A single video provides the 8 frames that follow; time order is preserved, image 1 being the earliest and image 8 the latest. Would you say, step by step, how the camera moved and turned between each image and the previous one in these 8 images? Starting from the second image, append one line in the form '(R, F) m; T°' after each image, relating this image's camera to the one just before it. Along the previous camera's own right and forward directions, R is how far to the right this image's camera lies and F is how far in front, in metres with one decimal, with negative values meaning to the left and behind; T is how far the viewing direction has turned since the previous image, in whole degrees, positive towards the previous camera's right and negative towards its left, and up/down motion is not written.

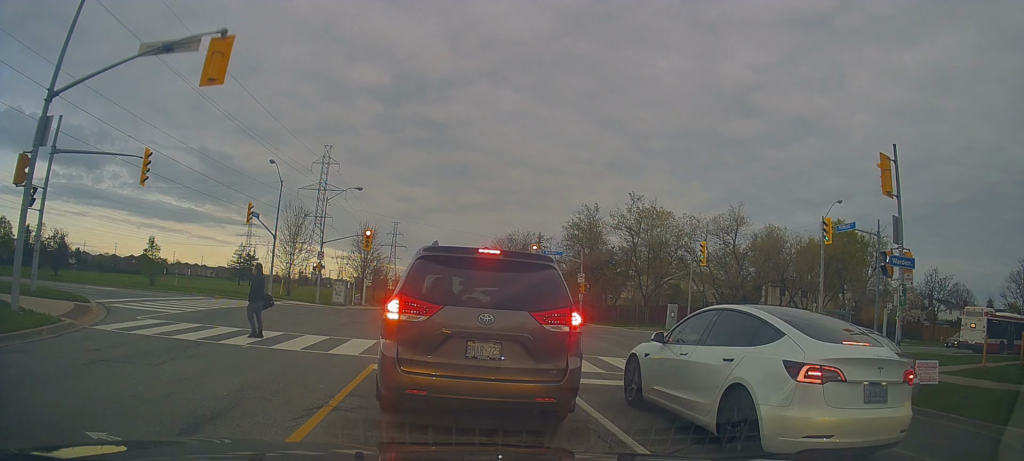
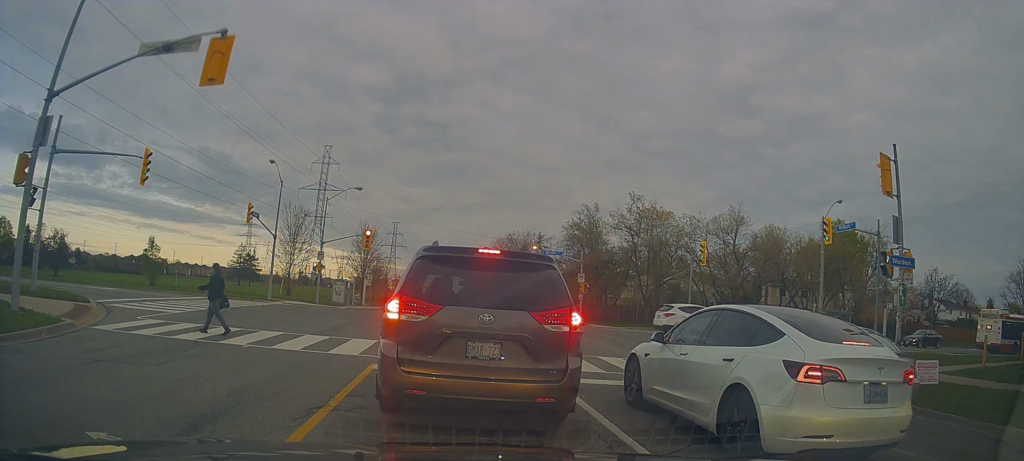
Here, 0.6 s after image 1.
(0.0, 0.0) m; 0°
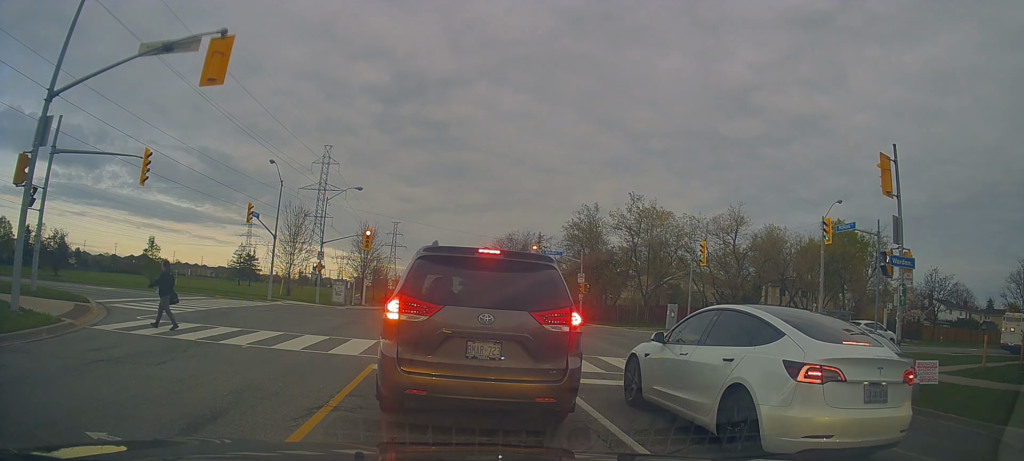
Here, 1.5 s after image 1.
(0.0, 0.0) m; 0°
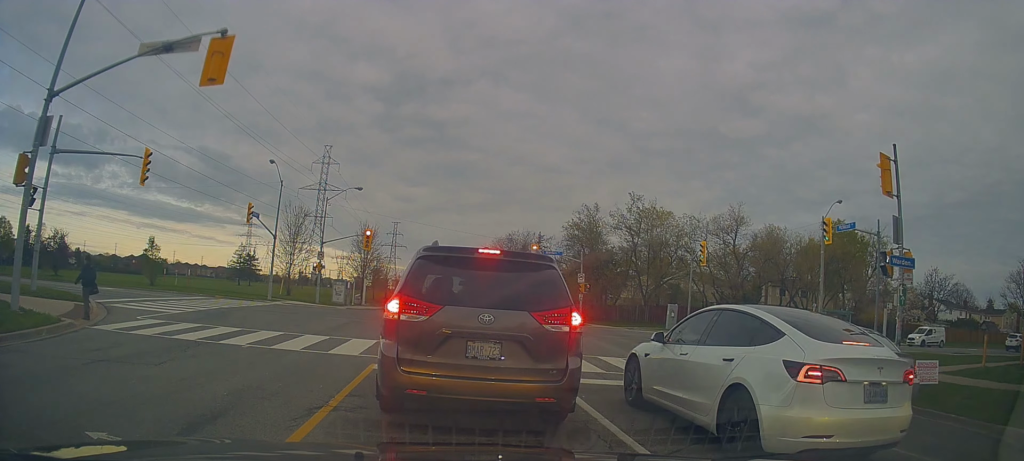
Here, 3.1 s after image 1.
(0.0, 0.0) m; 0°
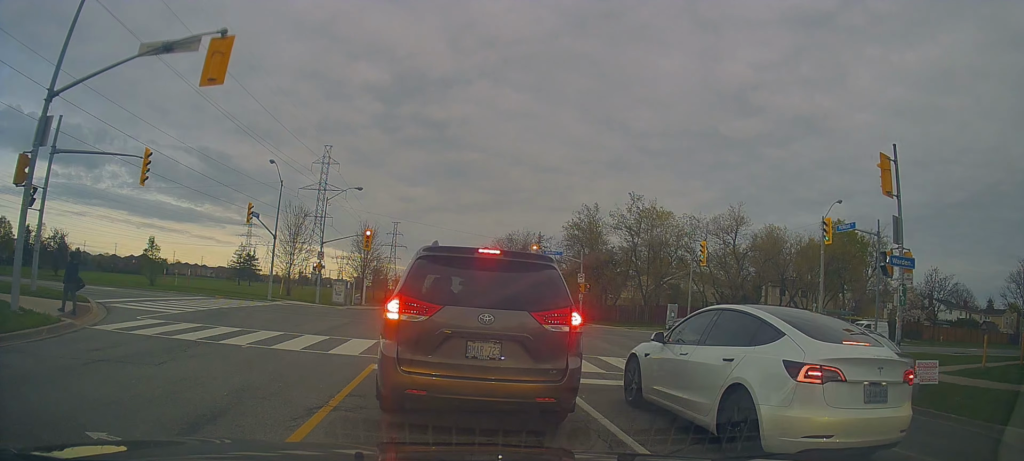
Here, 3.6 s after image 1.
(0.0, 0.0) m; 0°
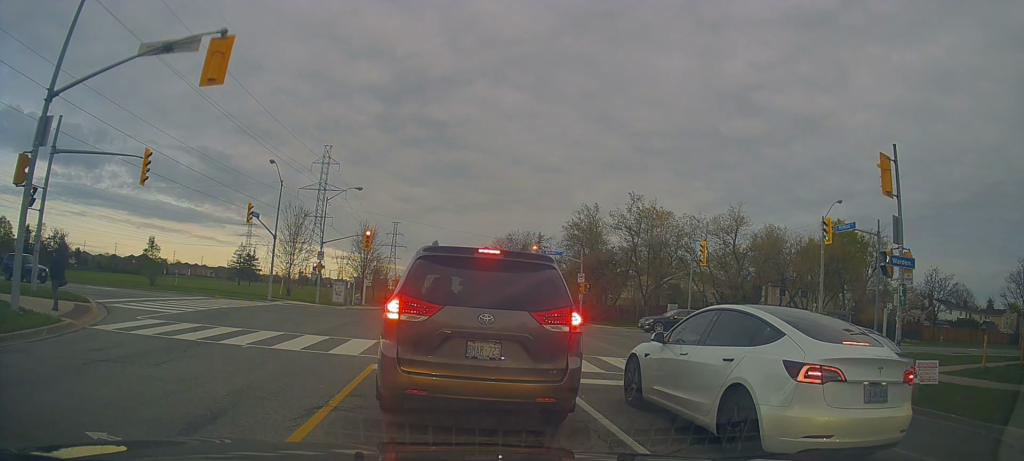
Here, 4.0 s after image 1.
(0.0, 0.0) m; 0°
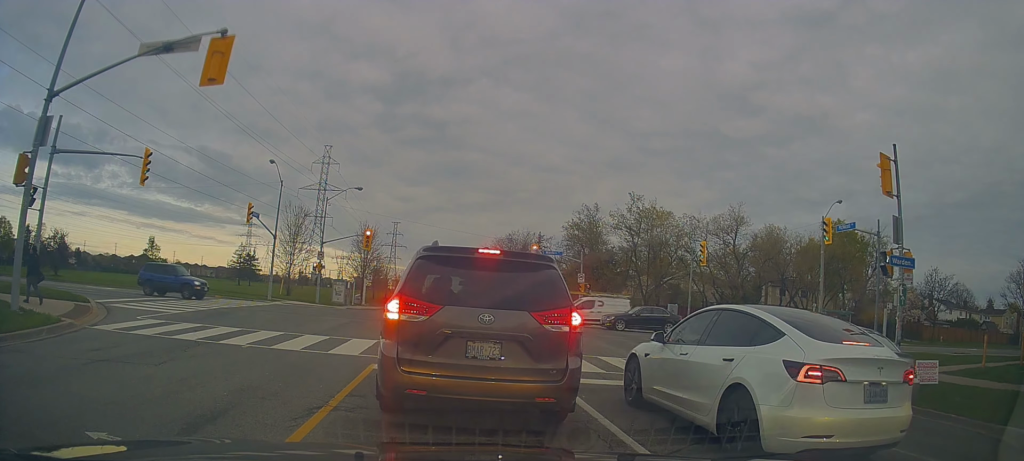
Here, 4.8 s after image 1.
(0.0, 0.0) m; 0°
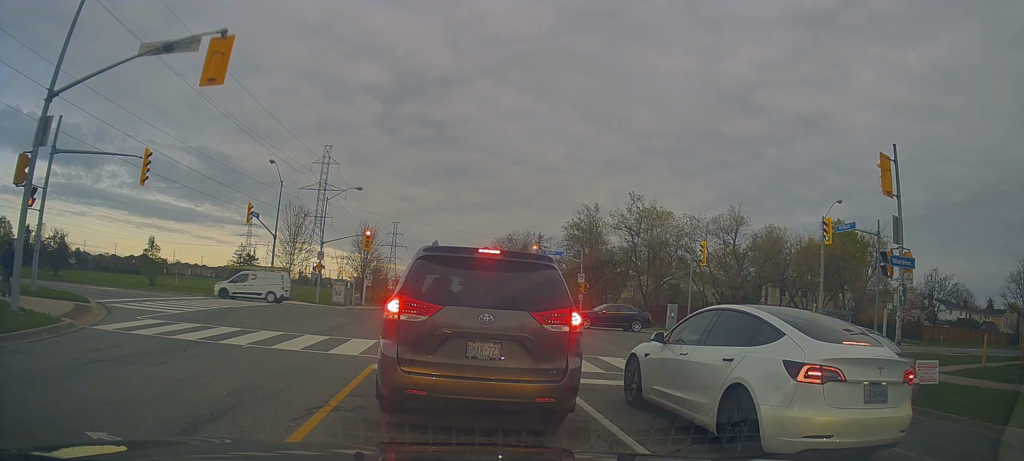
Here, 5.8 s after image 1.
(0.0, 0.0) m; 0°
